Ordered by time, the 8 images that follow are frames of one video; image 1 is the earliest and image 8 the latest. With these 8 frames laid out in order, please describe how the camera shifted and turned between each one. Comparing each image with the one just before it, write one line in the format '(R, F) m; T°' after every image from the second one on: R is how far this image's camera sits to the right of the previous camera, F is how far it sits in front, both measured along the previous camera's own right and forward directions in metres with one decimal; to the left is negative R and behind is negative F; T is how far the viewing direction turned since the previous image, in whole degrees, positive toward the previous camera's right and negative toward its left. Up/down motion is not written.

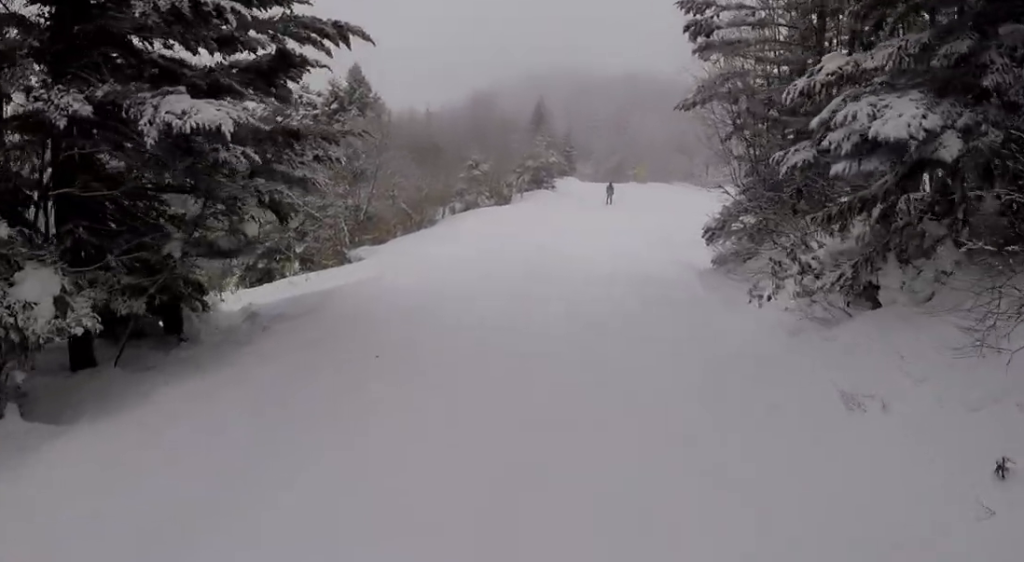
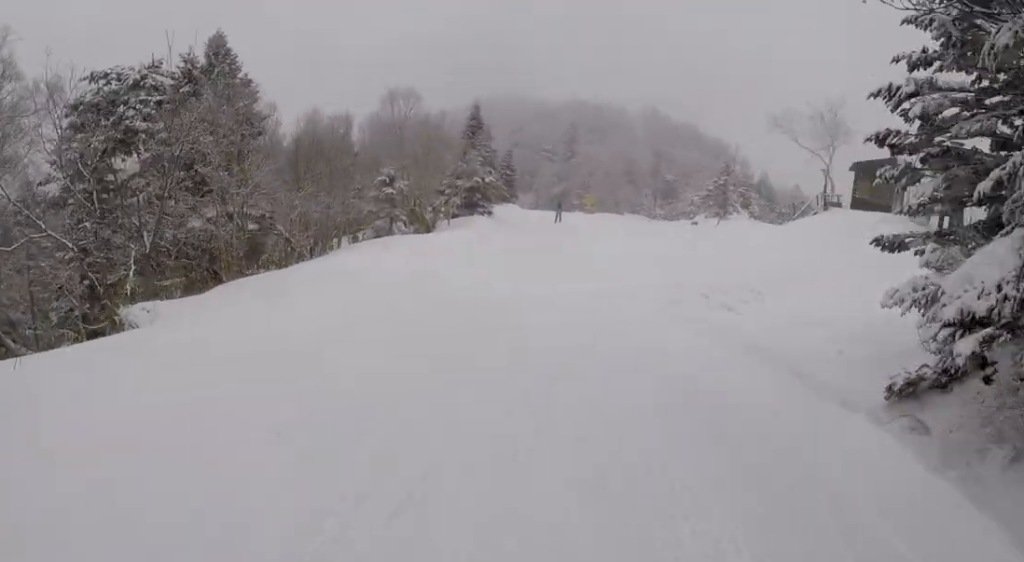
(0.0, +10.7) m; 0°
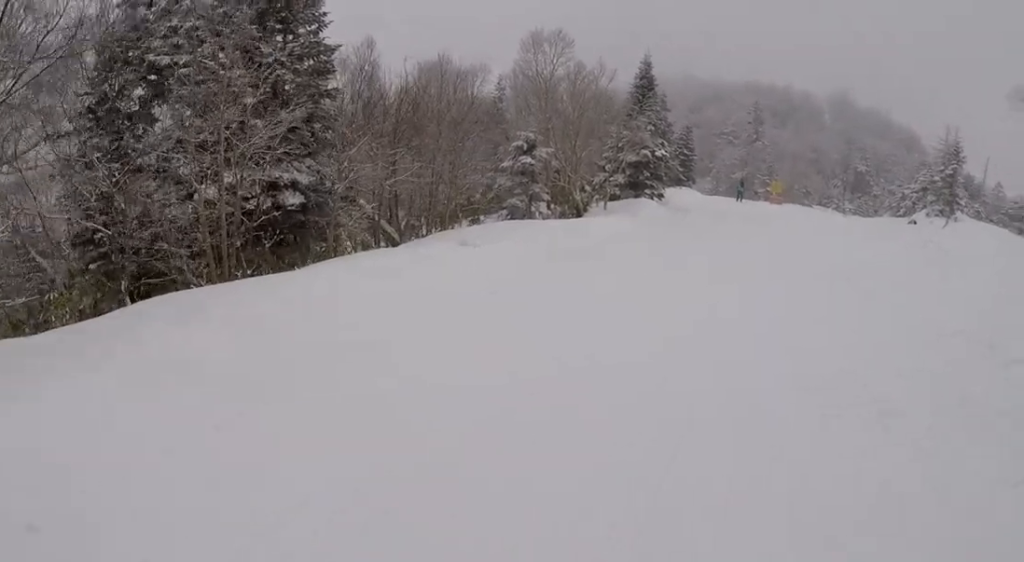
(0.0, +8.0) m; 0°
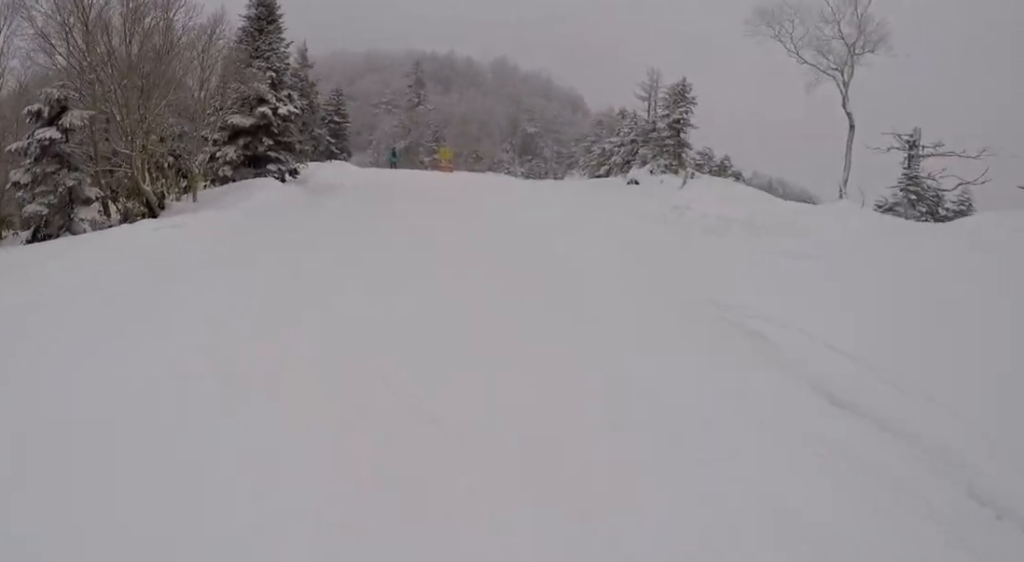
(0.0, +10.1) m; +8°
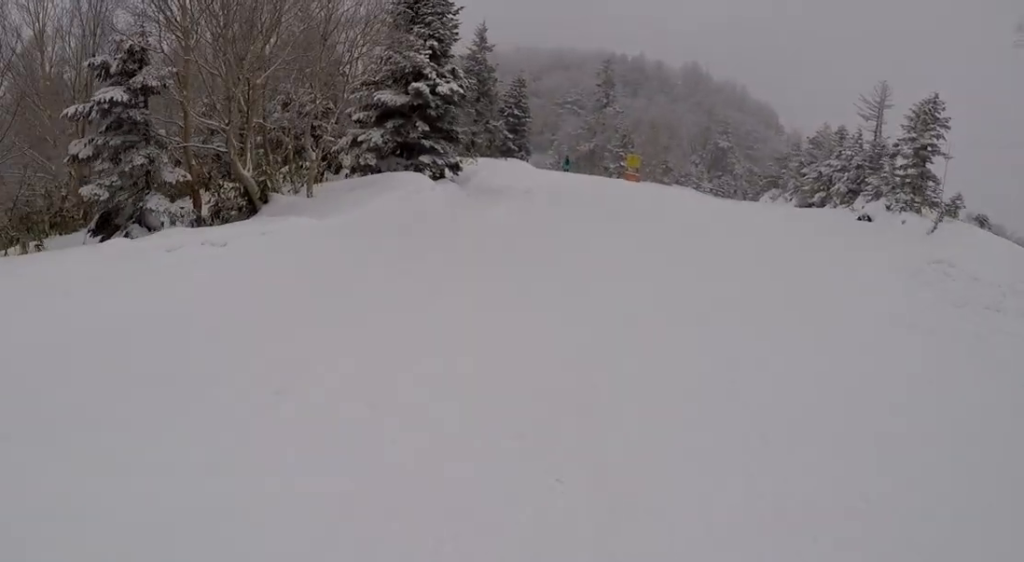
(+0.6, +4.4) m; -5°
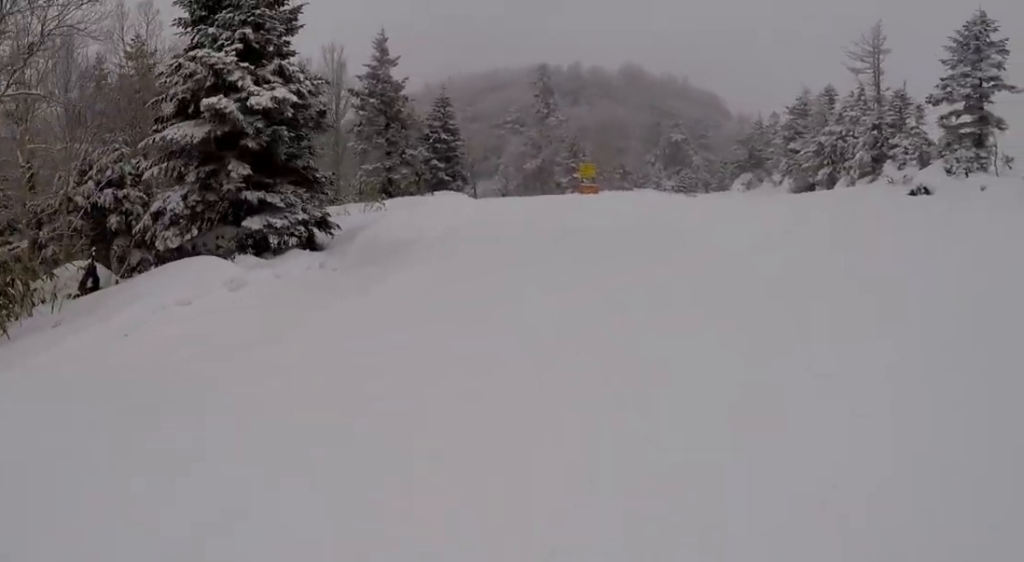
(-1.3, +6.9) m; -4°
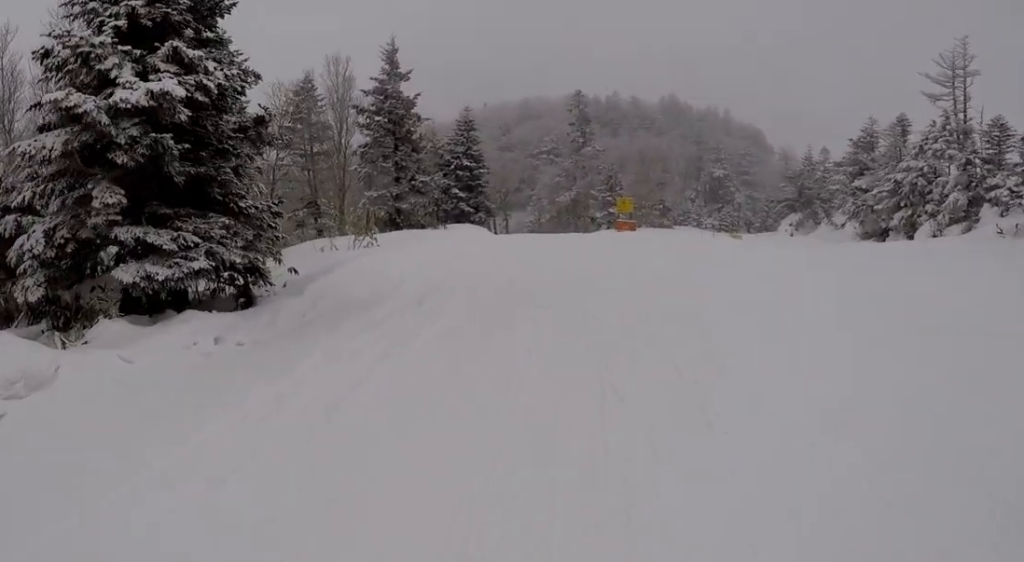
(+0.7, +3.3) m; +7°
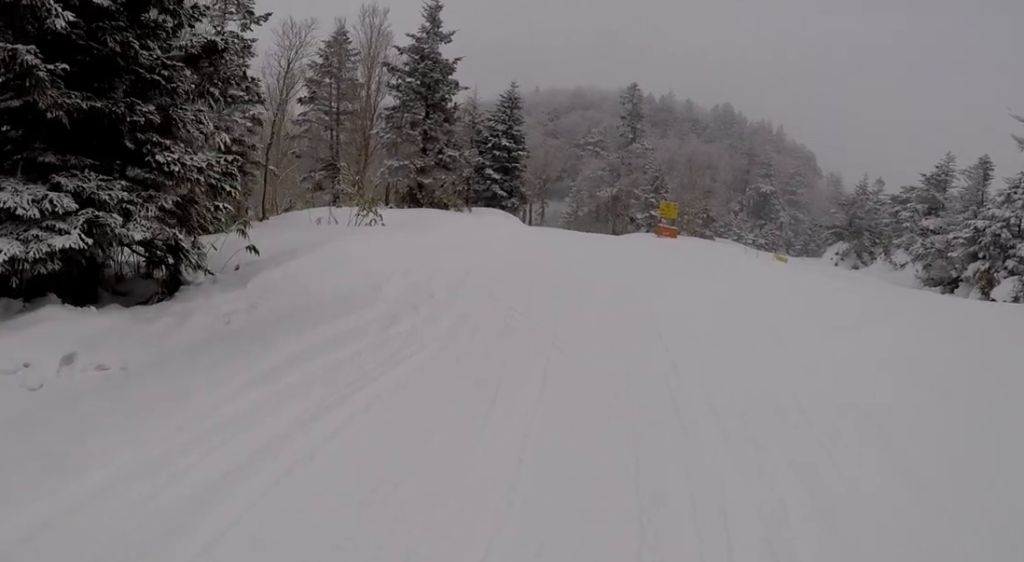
(+0.4, +2.5) m; +5°
